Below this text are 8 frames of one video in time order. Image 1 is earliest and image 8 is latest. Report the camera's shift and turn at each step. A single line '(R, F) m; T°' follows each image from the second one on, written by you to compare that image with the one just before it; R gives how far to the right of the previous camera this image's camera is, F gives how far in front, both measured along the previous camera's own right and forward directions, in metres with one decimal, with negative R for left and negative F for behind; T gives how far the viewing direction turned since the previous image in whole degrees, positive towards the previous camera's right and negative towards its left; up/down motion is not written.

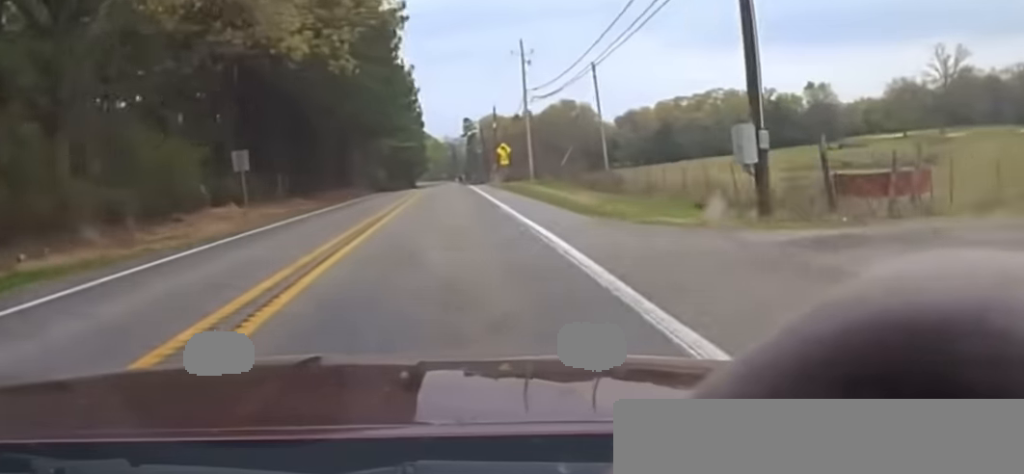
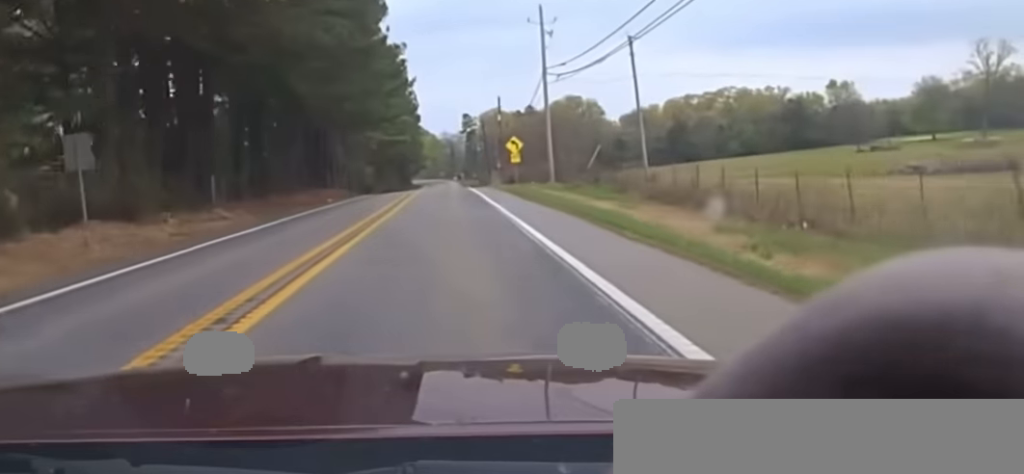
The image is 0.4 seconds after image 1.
(0.0, +18.5) m; 0°
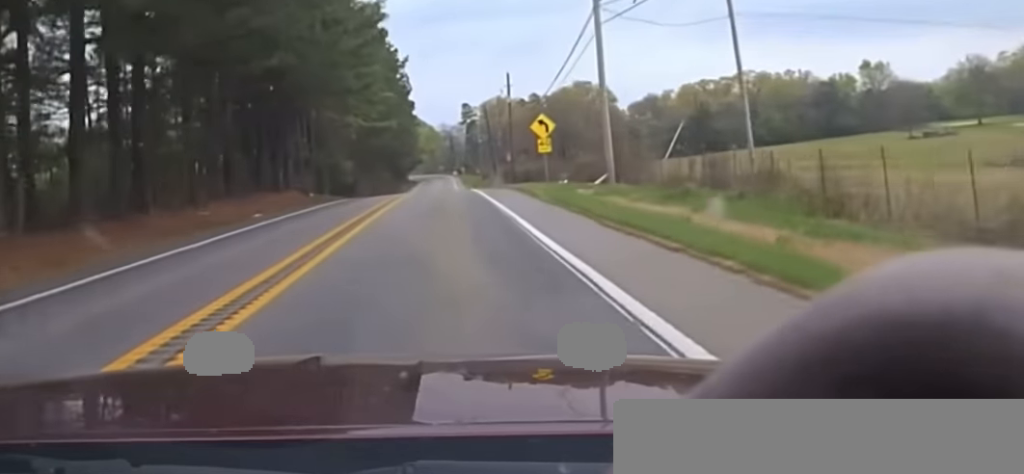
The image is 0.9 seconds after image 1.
(0.0, +24.3) m; 0°
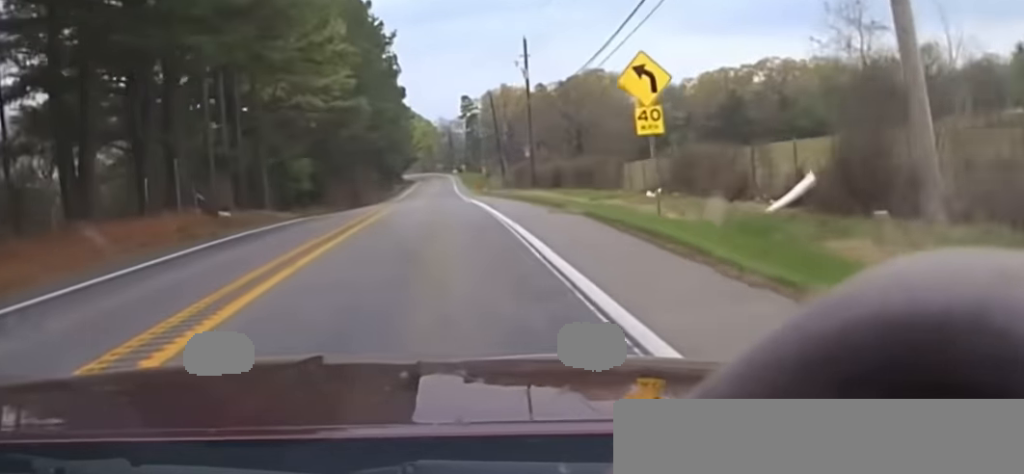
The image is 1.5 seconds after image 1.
(0.0, +26.8) m; 0°
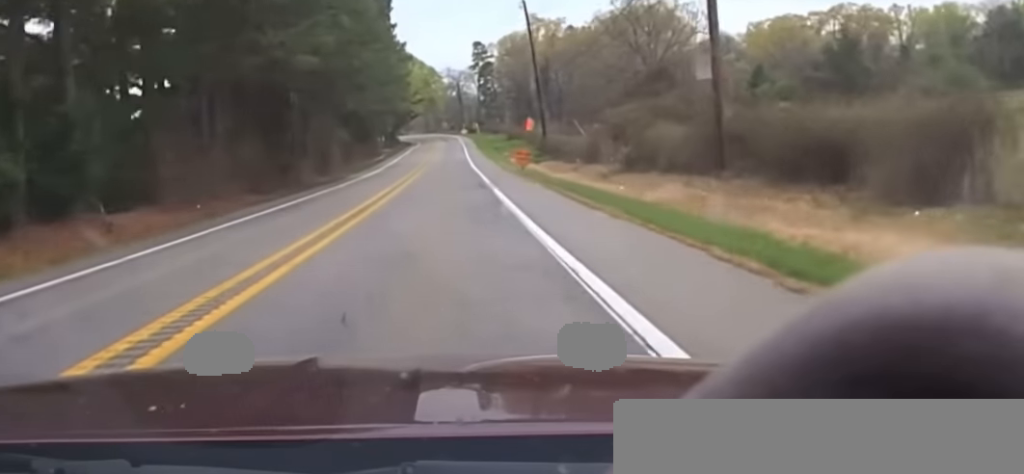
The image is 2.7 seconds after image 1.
(+0.1, +49.4) m; +1°
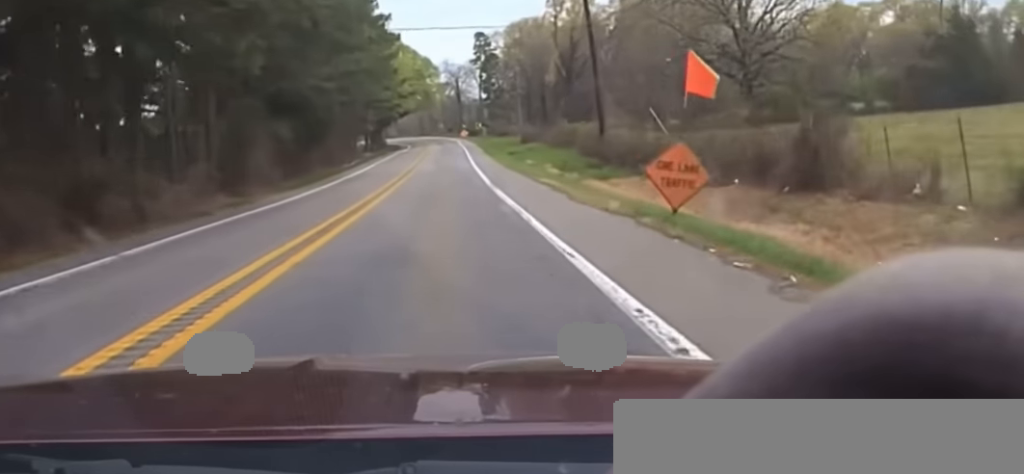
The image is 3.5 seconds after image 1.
(+0.1, +31.2) m; +1°
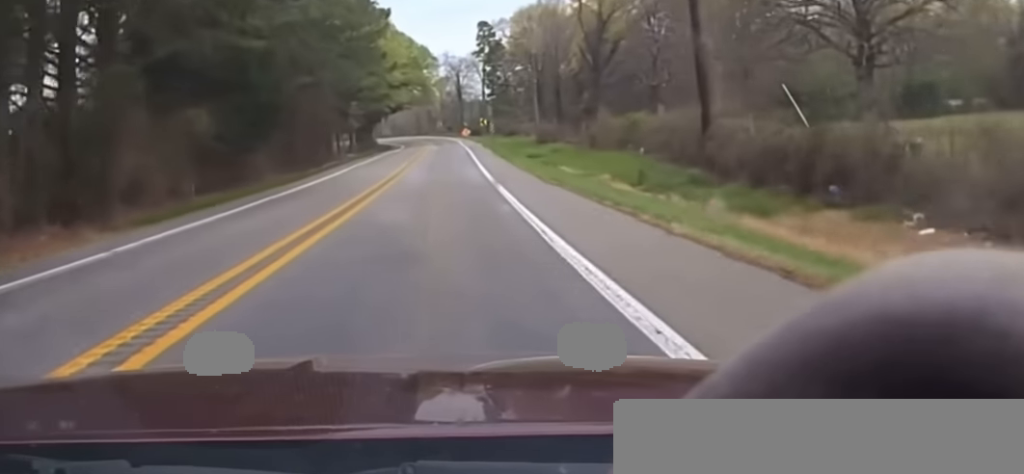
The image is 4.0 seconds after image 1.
(+0.4, +17.7) m; 0°
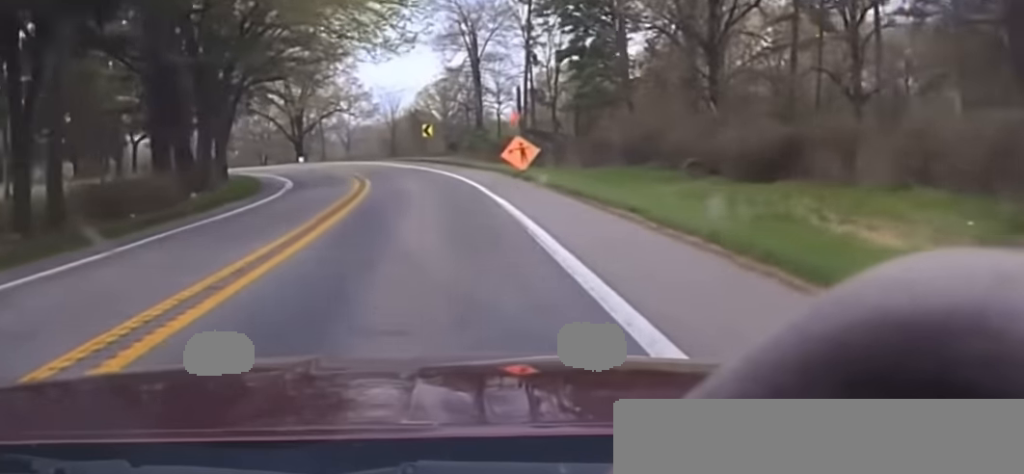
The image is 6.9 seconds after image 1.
(-3.9, +107.9) m; -4°
